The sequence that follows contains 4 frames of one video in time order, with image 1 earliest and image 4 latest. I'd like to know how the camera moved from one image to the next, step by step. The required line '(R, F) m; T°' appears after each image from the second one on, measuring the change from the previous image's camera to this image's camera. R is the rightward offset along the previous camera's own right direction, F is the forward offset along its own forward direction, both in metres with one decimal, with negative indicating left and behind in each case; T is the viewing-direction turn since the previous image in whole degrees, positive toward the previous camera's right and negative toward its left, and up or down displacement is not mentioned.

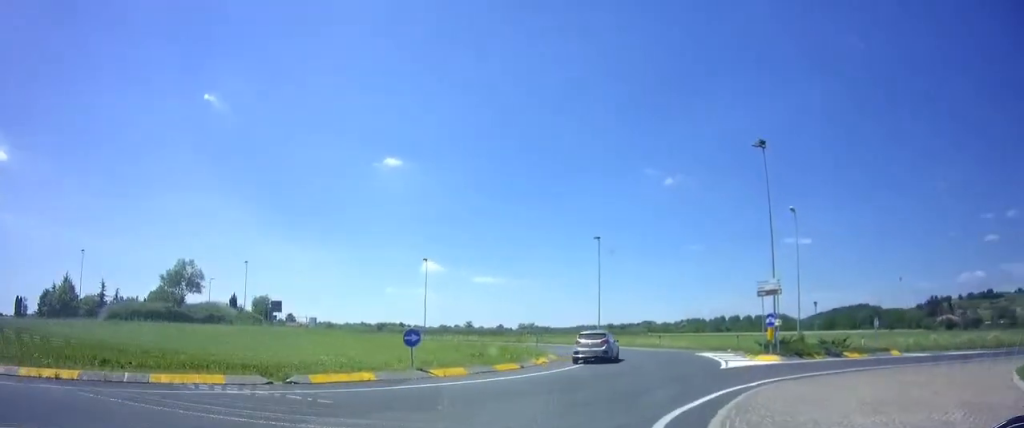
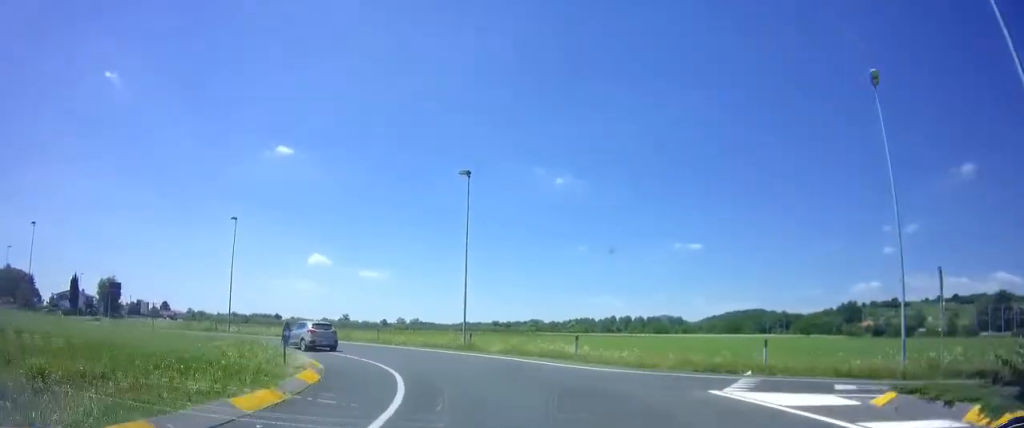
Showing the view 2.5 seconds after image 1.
(+2.5, +19.6) m; +2°
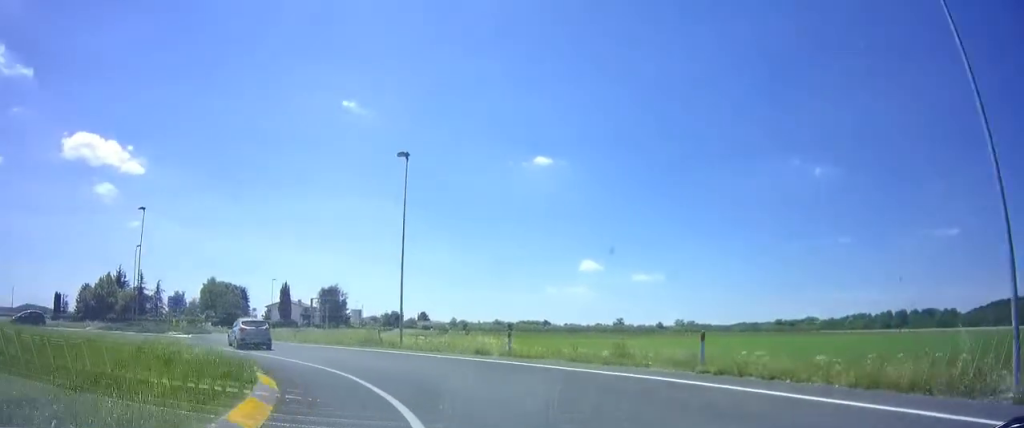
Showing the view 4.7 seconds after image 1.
(-5.3, +21.5) m; -32°
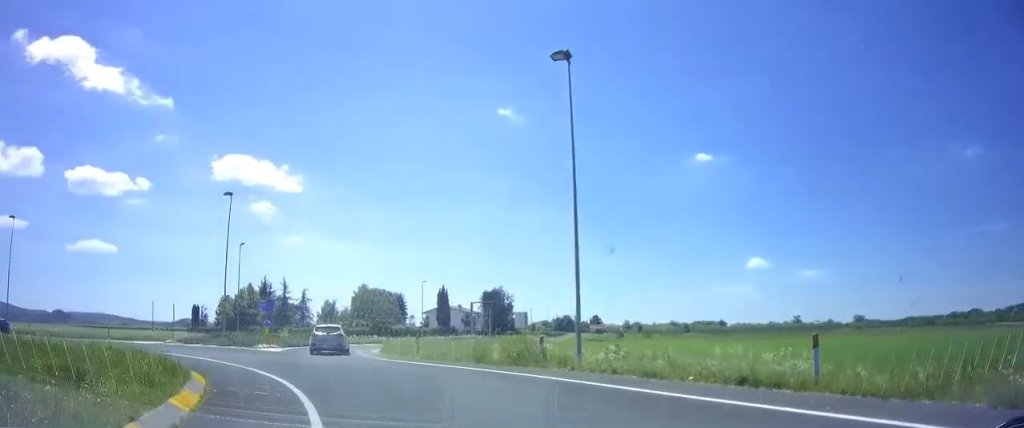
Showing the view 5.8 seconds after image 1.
(-1.7, +11.3) m; -15°
